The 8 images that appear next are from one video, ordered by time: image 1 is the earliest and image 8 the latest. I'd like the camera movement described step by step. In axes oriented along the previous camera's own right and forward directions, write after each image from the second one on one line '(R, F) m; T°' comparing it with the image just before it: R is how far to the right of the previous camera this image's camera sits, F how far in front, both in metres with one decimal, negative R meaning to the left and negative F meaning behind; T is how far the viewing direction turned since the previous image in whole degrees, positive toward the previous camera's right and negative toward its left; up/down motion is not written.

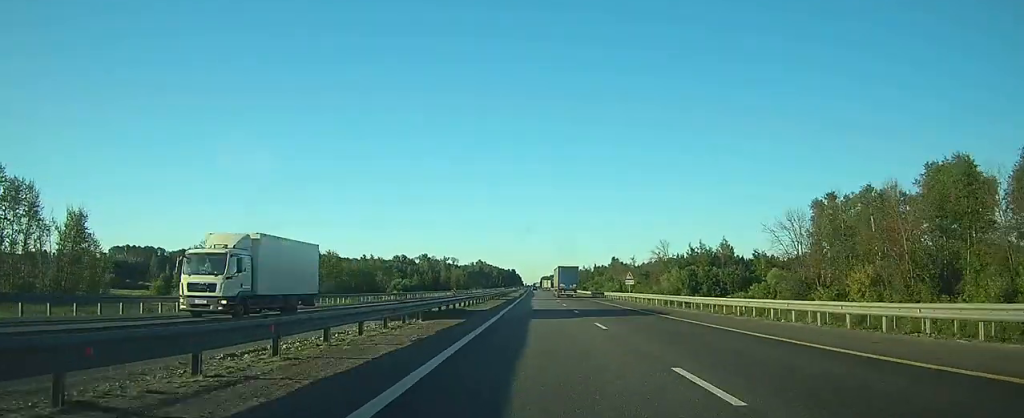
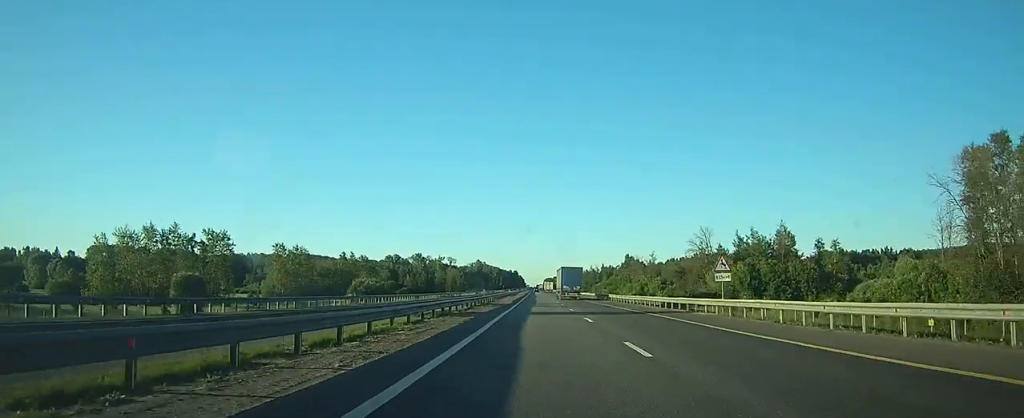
(+0.1, +30.9) m; 0°
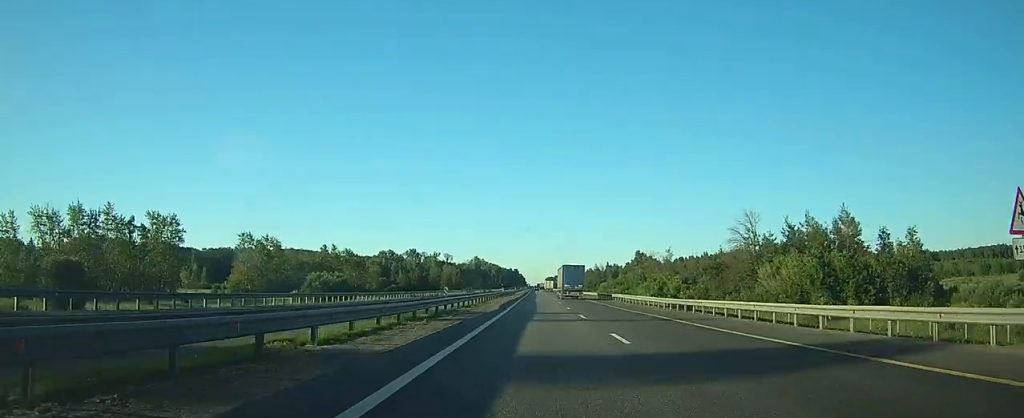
(0.0, +21.3) m; 0°
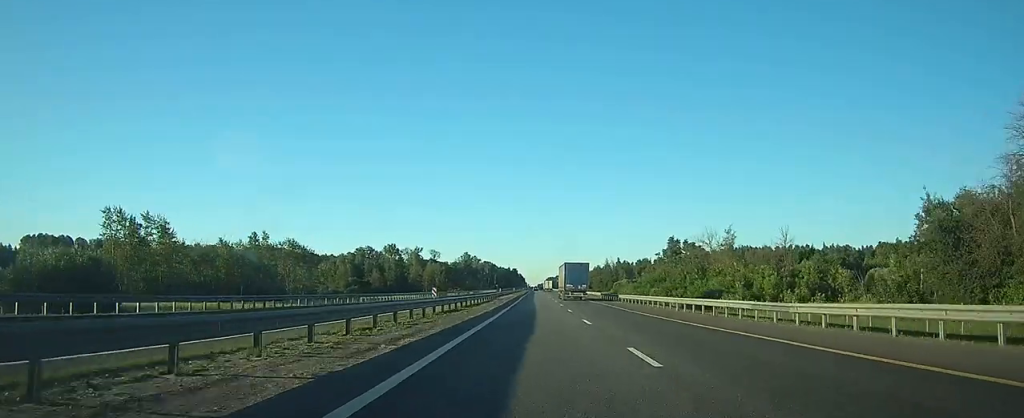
(+0.2, +52.1) m; 0°
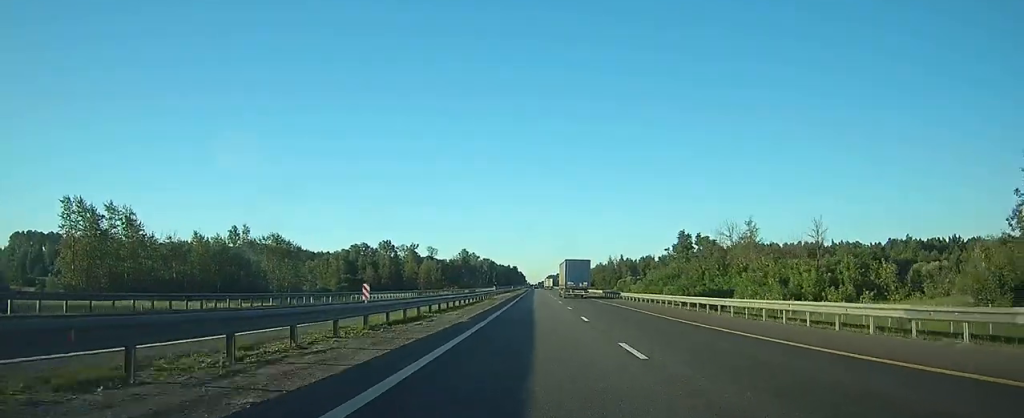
(0.0, +10.9) m; 0°
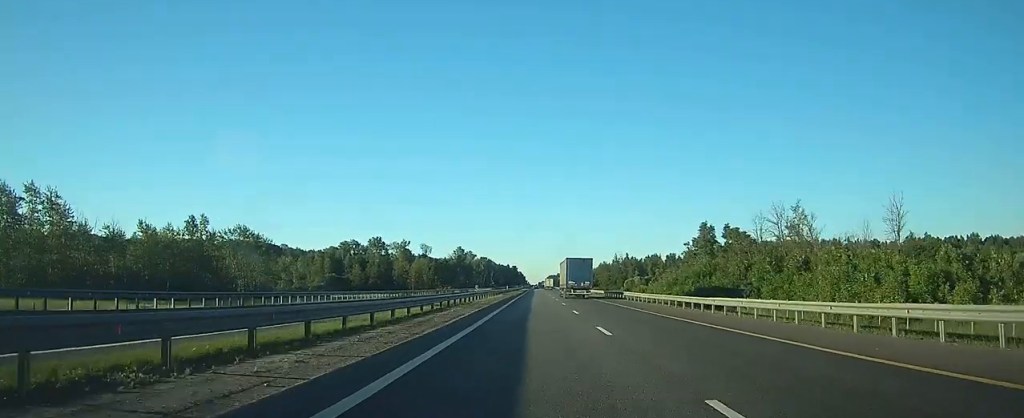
(0.0, +19.1) m; 0°
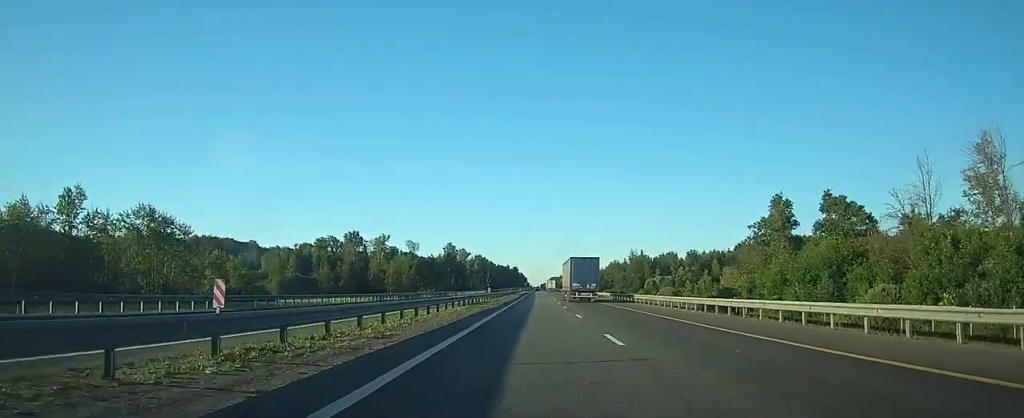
(-0.3, +38.4) m; -1°
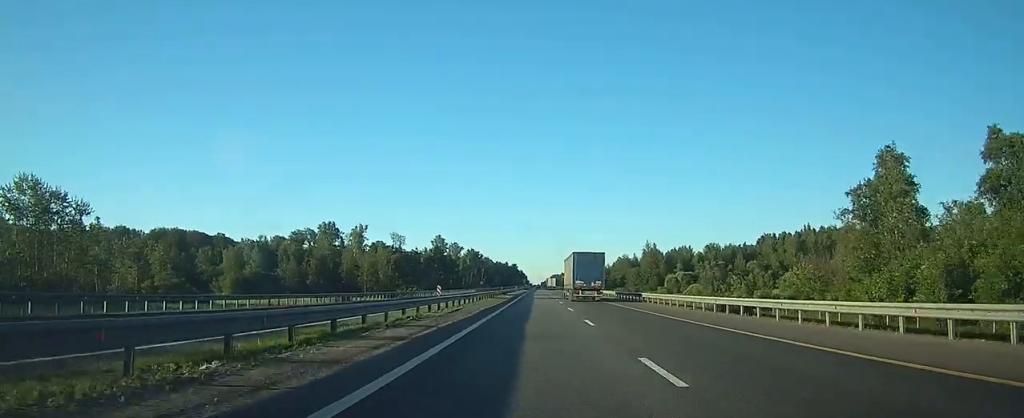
(-0.1, +29.4) m; 0°
